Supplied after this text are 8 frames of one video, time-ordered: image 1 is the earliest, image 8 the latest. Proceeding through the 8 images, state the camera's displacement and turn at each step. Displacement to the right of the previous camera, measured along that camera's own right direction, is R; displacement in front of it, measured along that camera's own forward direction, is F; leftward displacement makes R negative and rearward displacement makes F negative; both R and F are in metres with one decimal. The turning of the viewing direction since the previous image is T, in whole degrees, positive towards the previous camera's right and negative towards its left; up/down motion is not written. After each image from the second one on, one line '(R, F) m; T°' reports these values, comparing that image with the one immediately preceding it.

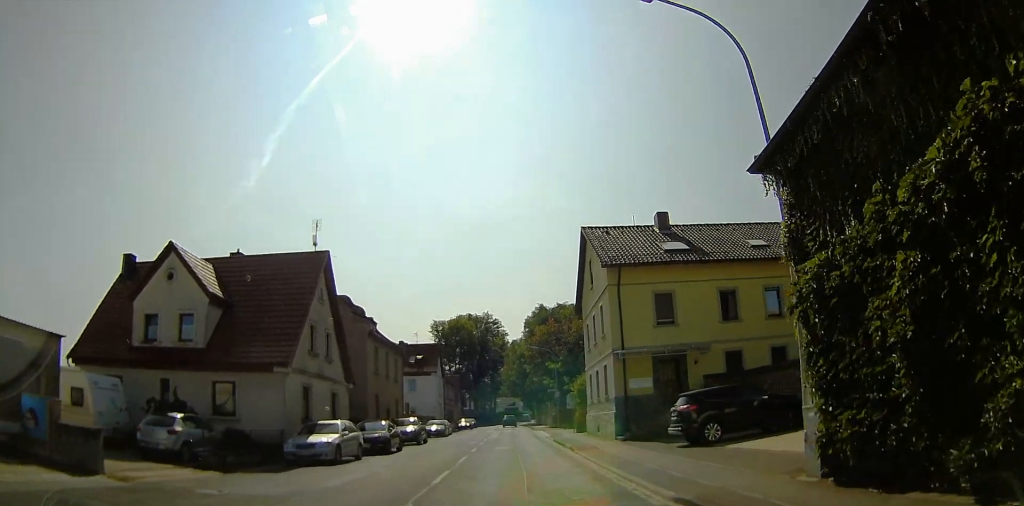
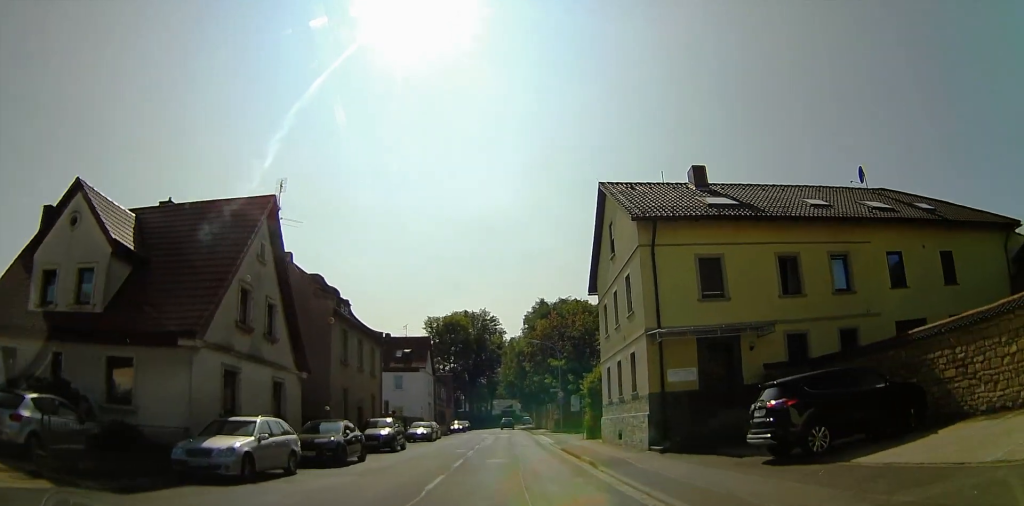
(0.0, +6.7) m; 0°
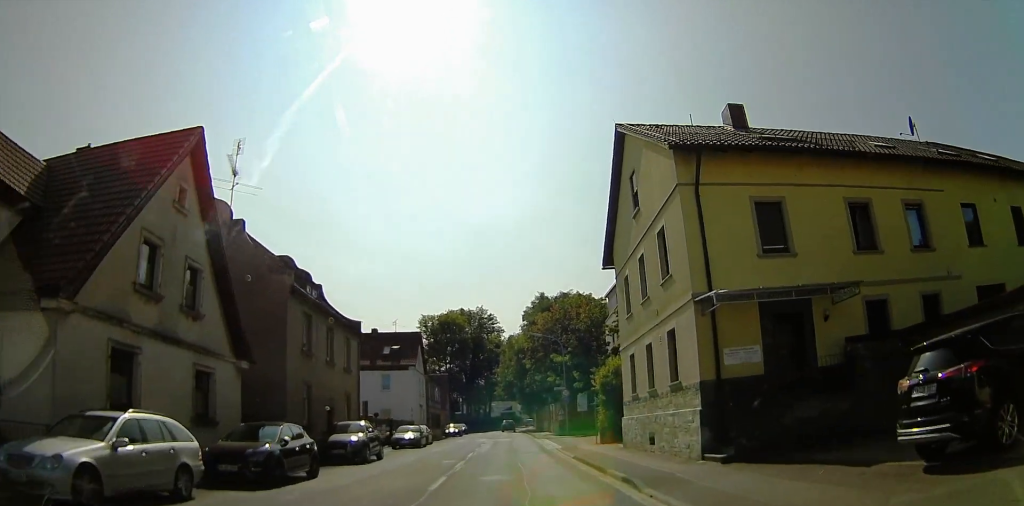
(0.0, +5.4) m; 0°
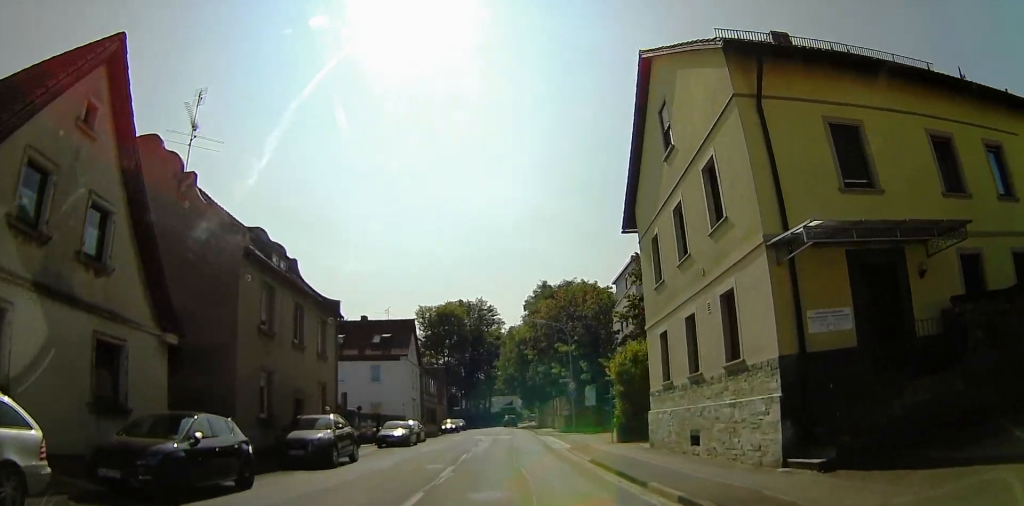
(0.0, +4.2) m; 0°
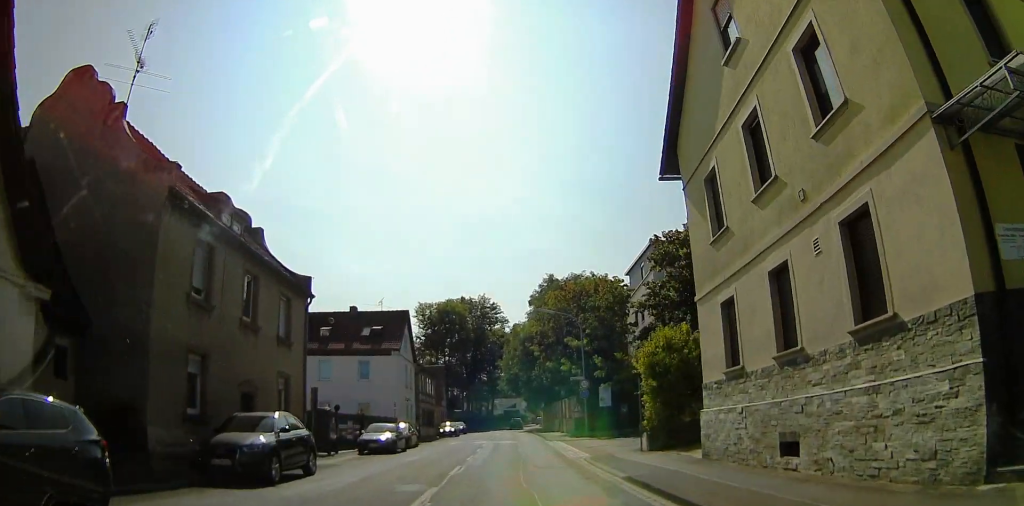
(0.0, +4.8) m; 0°
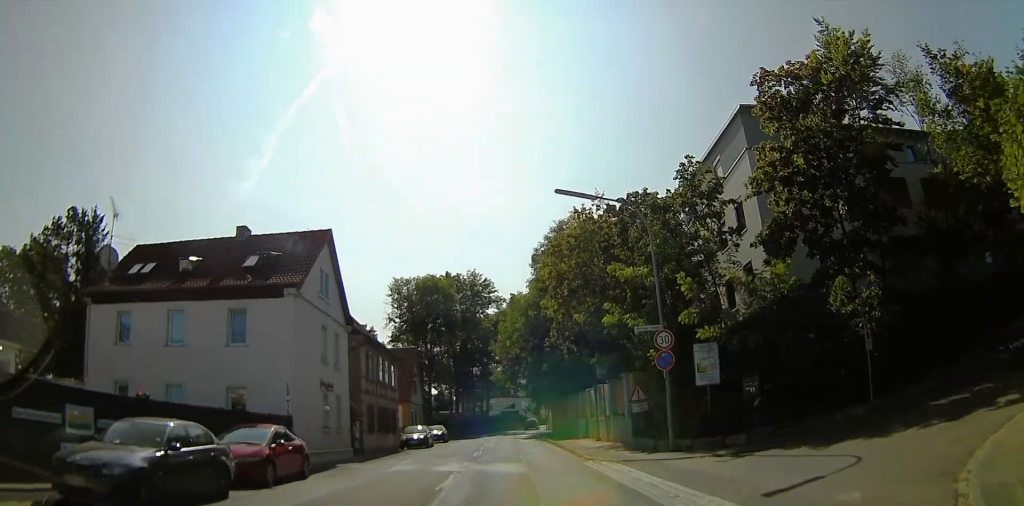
(+0.1, +19.3) m; +2°
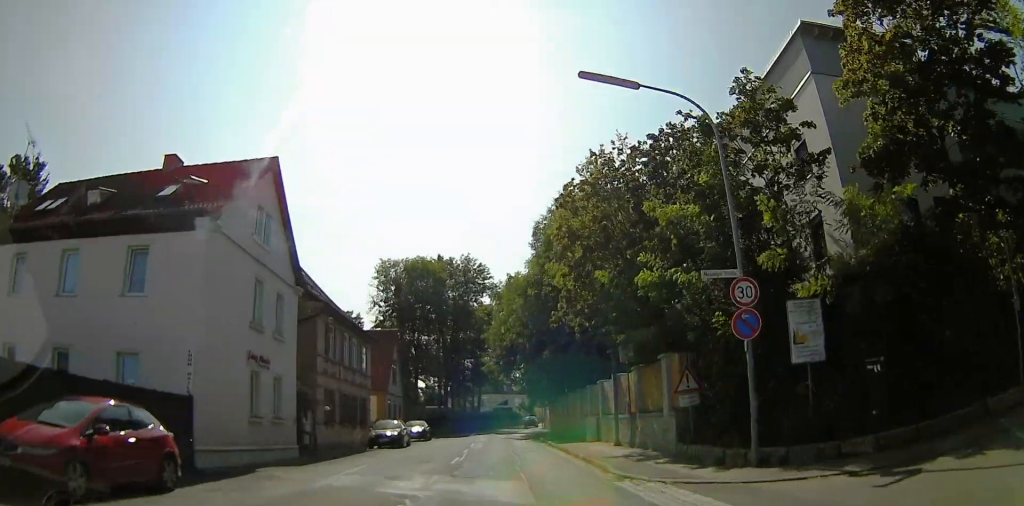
(+0.1, +6.2) m; +1°
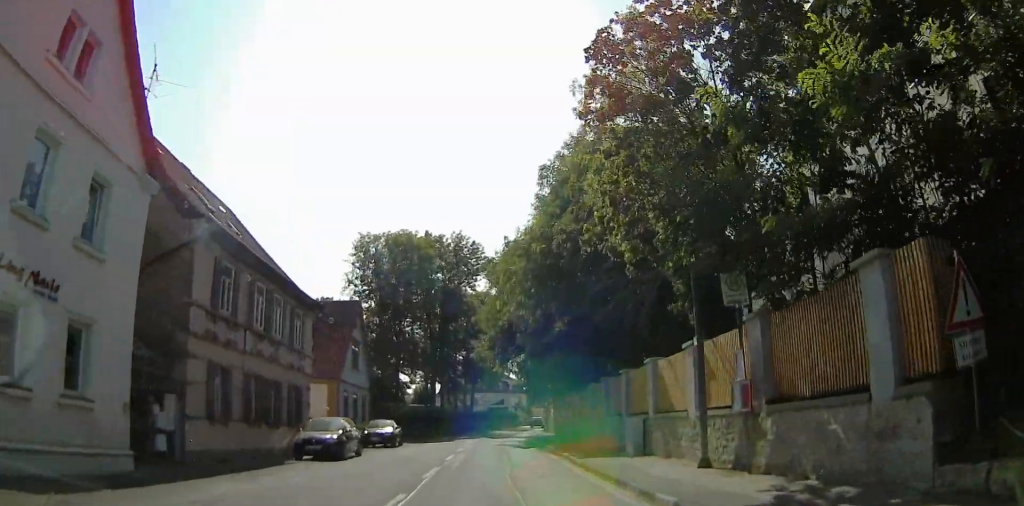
(0.0, +9.2) m; 0°
